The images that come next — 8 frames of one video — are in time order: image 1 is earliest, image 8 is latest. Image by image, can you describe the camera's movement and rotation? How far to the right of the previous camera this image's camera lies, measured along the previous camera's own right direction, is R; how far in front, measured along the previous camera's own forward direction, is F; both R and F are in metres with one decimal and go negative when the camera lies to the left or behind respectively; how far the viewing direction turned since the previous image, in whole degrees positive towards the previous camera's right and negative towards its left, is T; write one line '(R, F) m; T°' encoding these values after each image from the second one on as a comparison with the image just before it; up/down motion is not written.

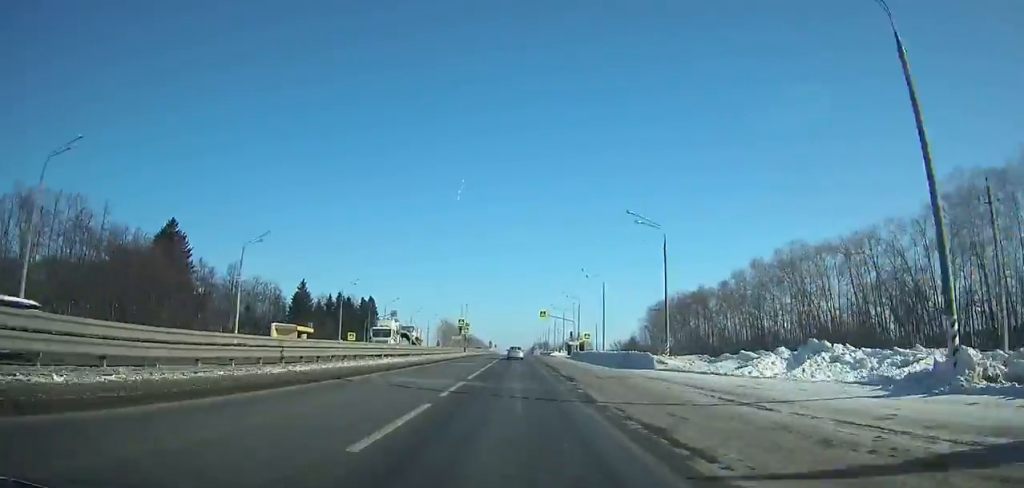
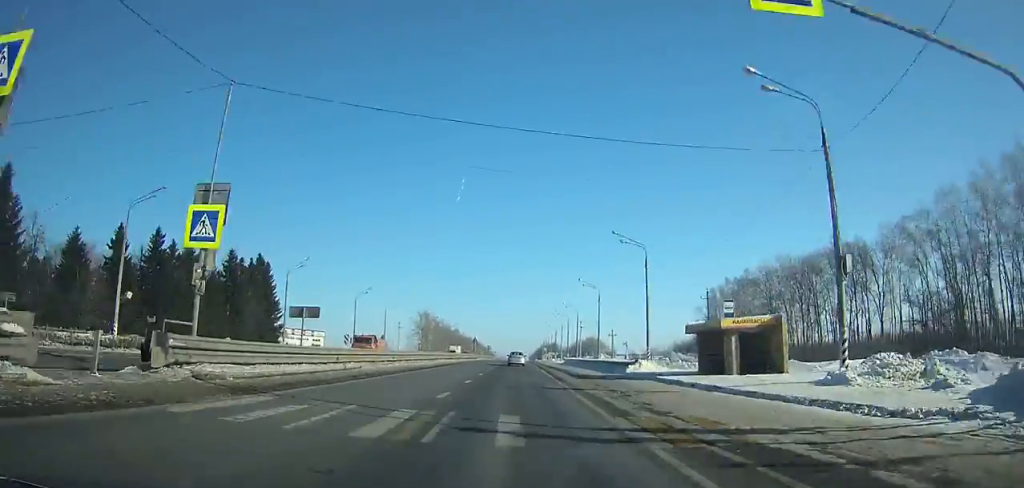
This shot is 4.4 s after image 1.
(-0.5, +84.9) m; 0°
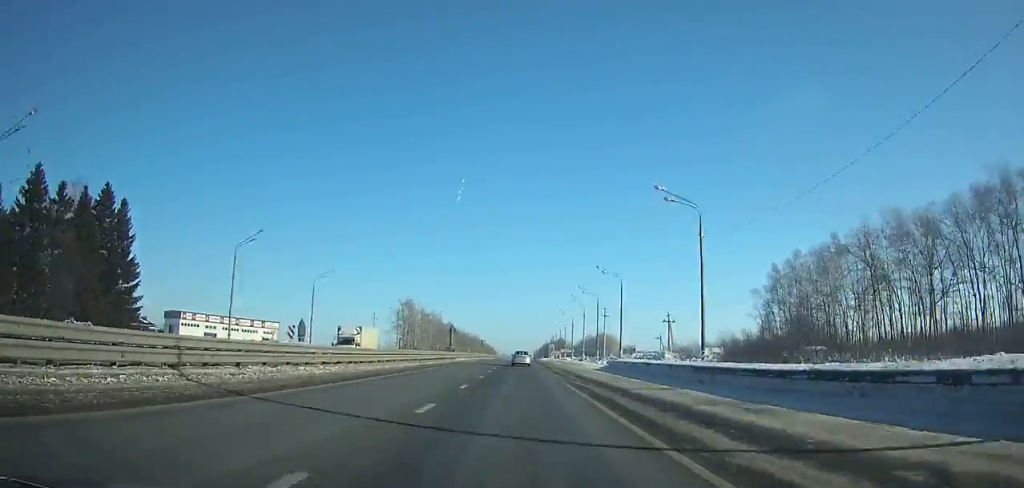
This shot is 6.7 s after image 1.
(0.0, +44.7) m; 0°
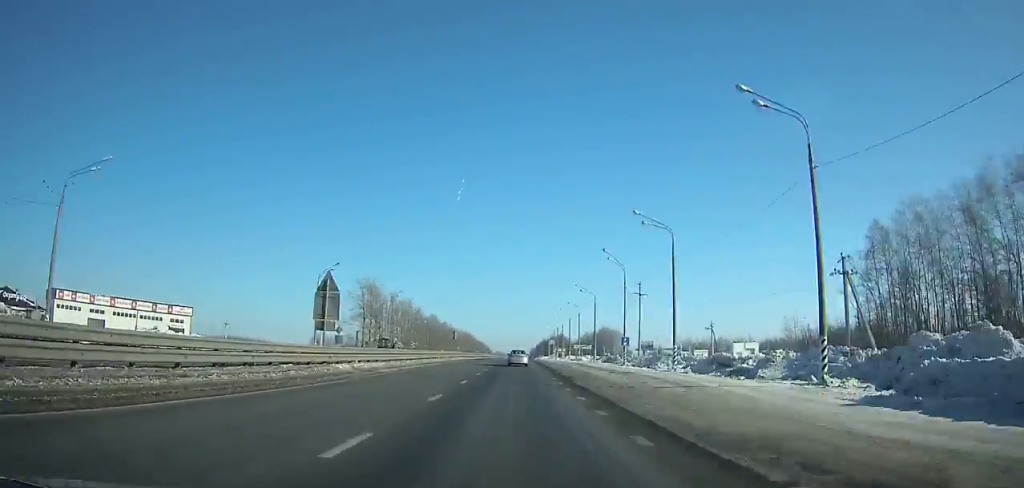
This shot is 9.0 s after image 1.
(+0.1, +45.3) m; 0°
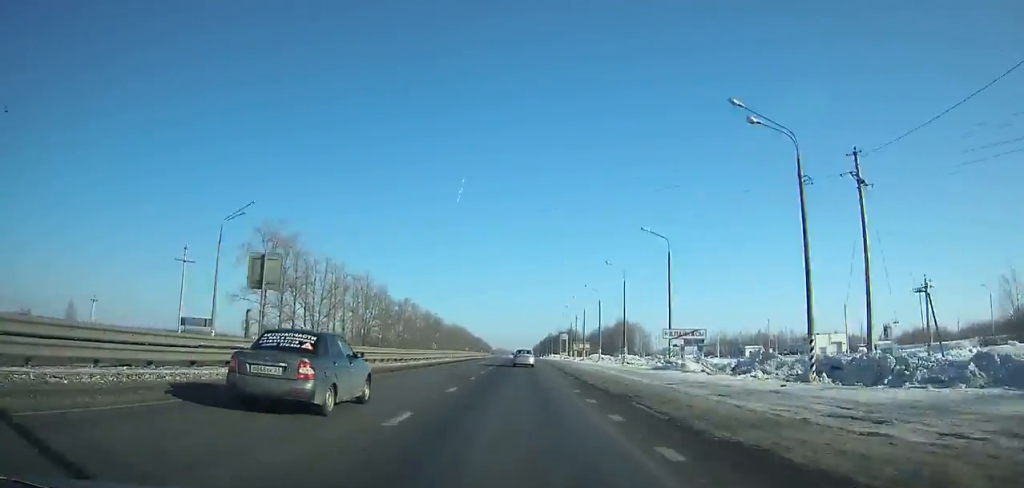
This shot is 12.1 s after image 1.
(+0.1, +62.0) m; 0°
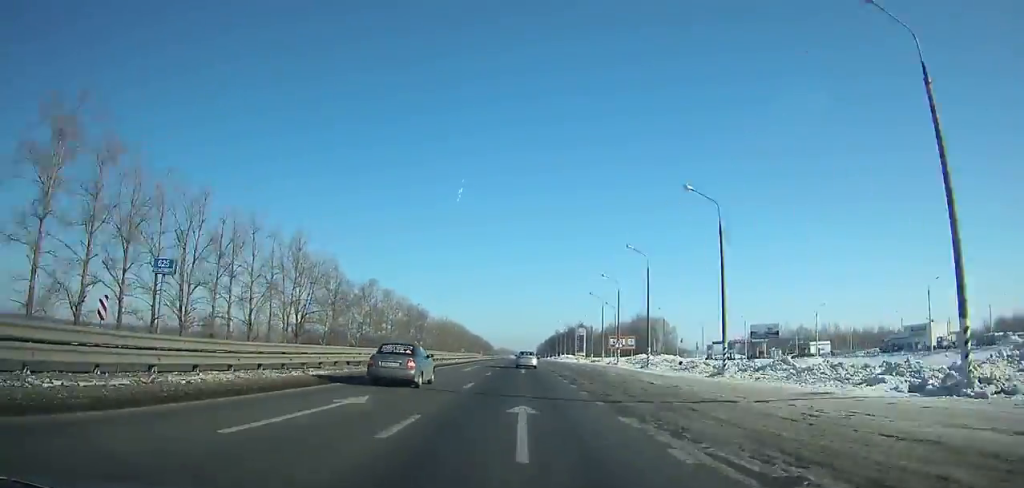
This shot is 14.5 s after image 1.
(-0.2, +49.2) m; 0°
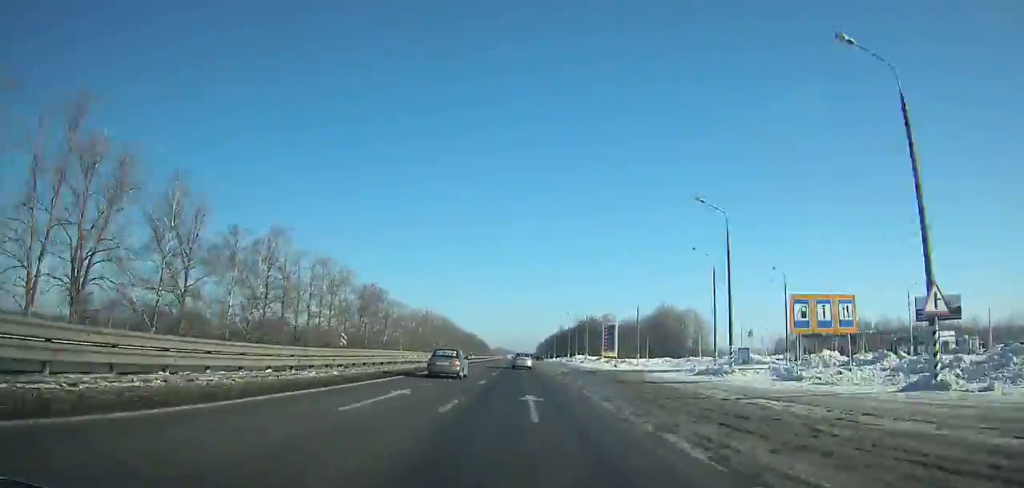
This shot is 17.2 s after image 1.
(-0.1, +56.7) m; 0°
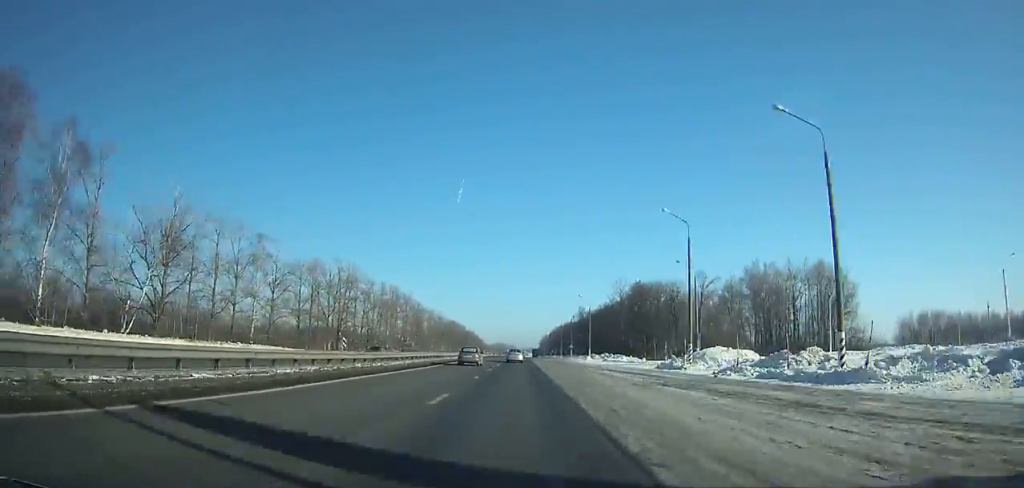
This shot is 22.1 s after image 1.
(+0.5, +107.0) m; 0°
